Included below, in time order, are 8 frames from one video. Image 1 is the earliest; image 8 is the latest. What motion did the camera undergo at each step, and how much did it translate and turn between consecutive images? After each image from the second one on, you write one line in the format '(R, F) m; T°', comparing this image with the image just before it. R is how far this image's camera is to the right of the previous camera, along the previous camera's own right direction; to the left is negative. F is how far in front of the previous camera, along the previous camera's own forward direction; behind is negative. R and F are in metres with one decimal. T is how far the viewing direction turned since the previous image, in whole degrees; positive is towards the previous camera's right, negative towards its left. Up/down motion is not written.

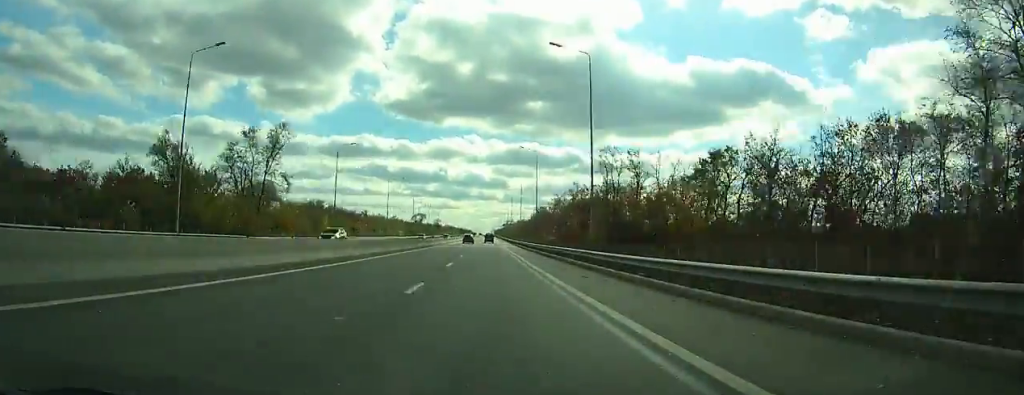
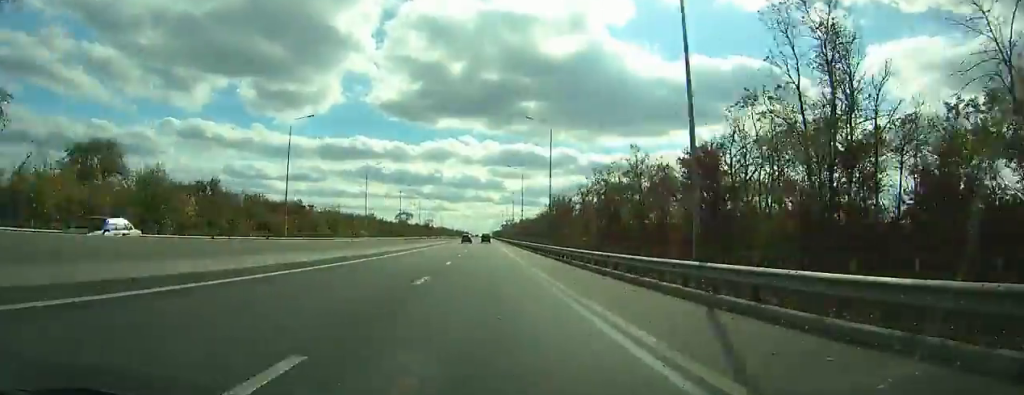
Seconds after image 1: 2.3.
(-0.2, +58.0) m; 0°
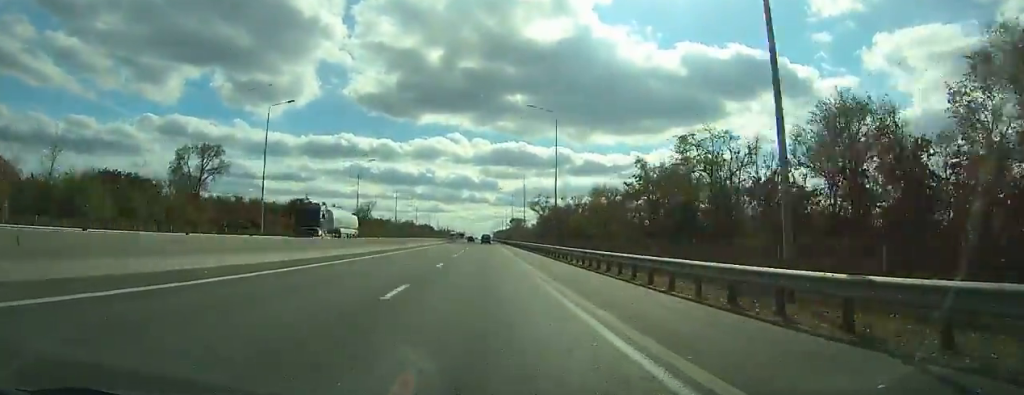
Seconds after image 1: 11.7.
(+0.3, +243.1) m; 0°
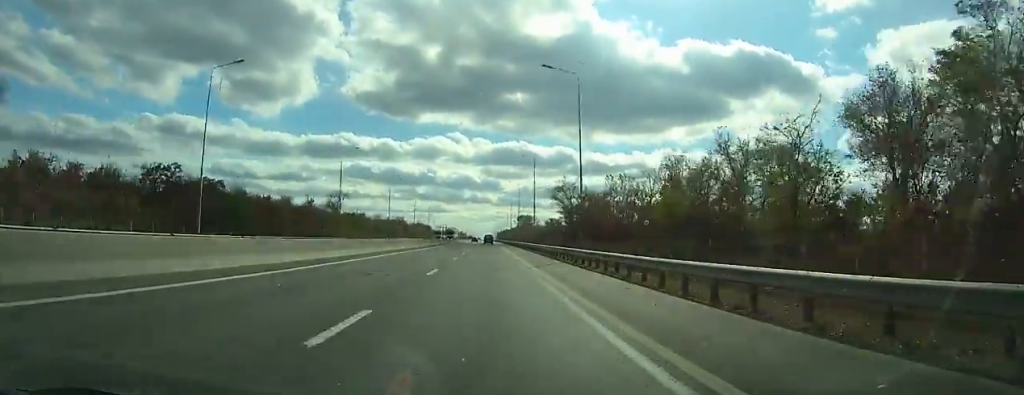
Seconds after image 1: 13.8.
(-0.1, +53.7) m; 0°
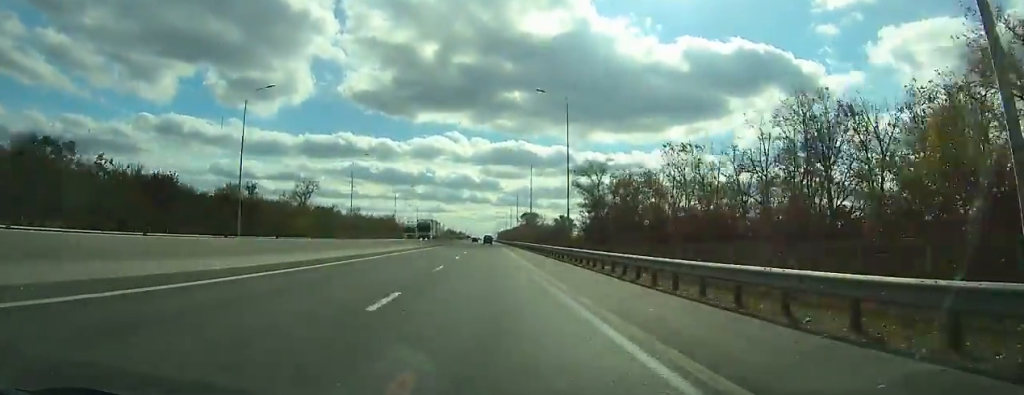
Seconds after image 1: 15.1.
(0.0, +32.9) m; 0°
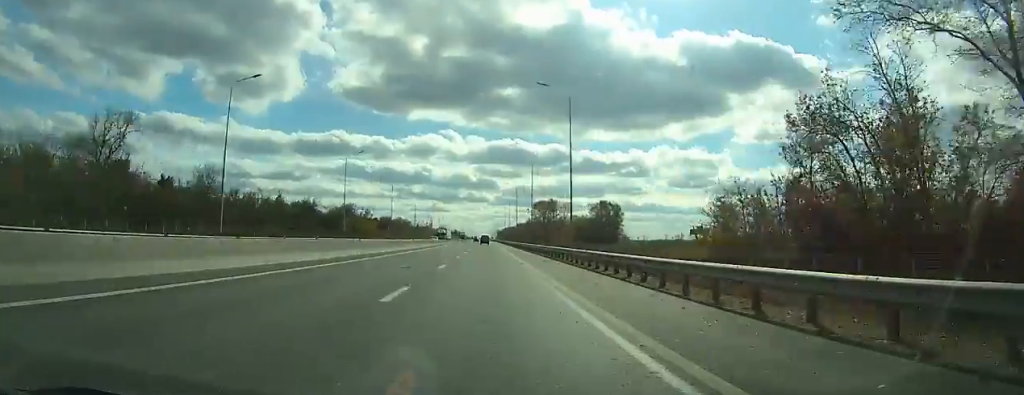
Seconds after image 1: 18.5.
(+0.4, +85.3) m; 0°
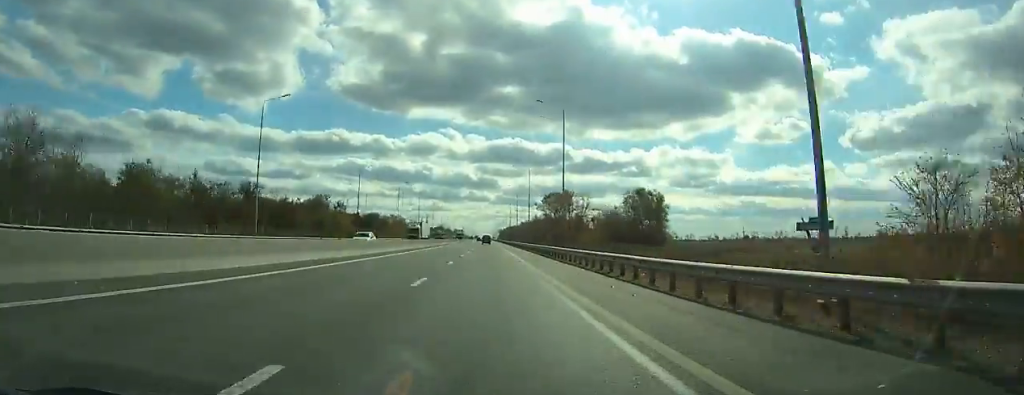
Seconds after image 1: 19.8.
(0.0, +32.5) m; 0°
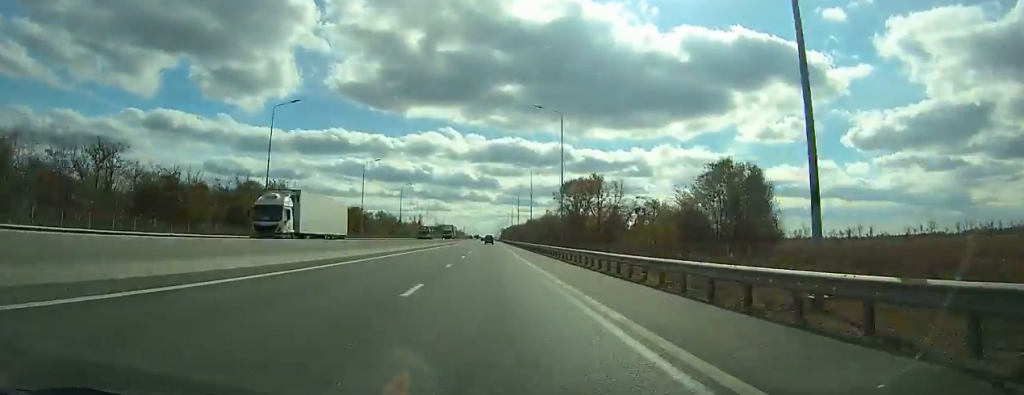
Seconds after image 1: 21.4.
(0.0, +39.9) m; 0°
